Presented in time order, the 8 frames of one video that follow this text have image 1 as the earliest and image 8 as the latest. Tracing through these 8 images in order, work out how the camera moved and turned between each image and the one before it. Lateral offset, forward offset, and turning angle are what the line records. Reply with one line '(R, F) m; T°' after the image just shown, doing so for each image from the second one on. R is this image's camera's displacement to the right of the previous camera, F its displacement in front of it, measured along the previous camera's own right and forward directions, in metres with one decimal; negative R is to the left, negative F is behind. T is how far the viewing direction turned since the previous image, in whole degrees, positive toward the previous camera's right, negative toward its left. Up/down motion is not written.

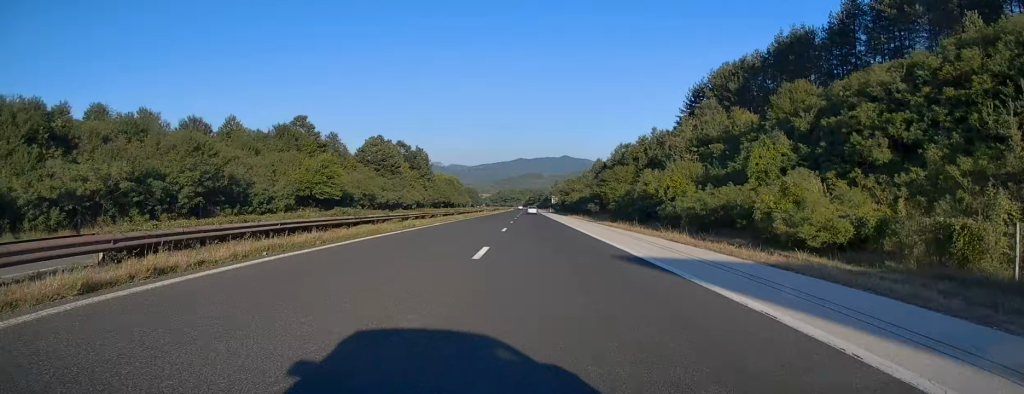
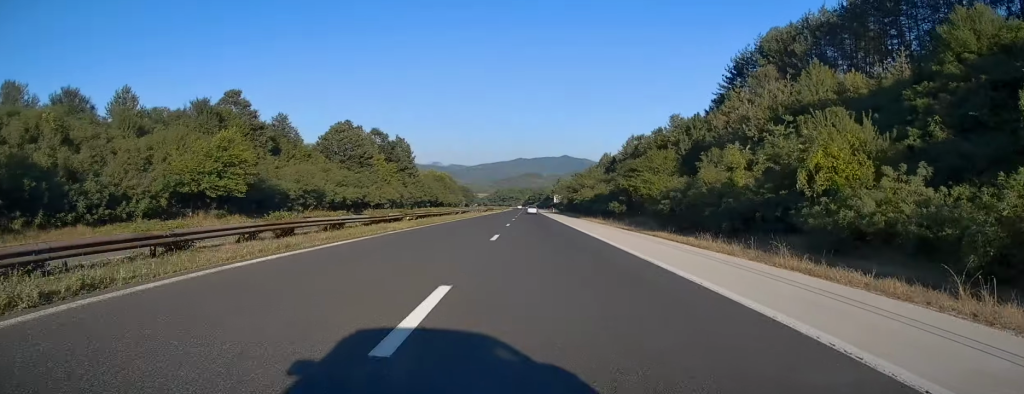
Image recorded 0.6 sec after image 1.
(-0.1, +24.8) m; 0°
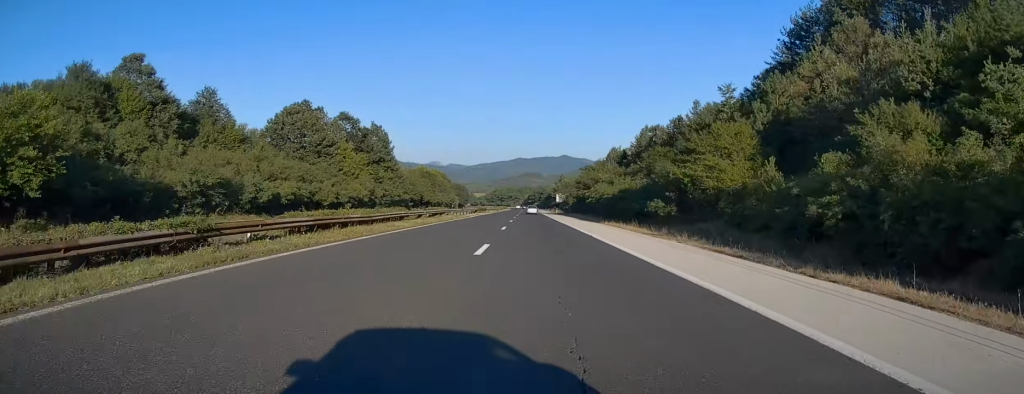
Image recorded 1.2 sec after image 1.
(-0.3, +22.2) m; 0°
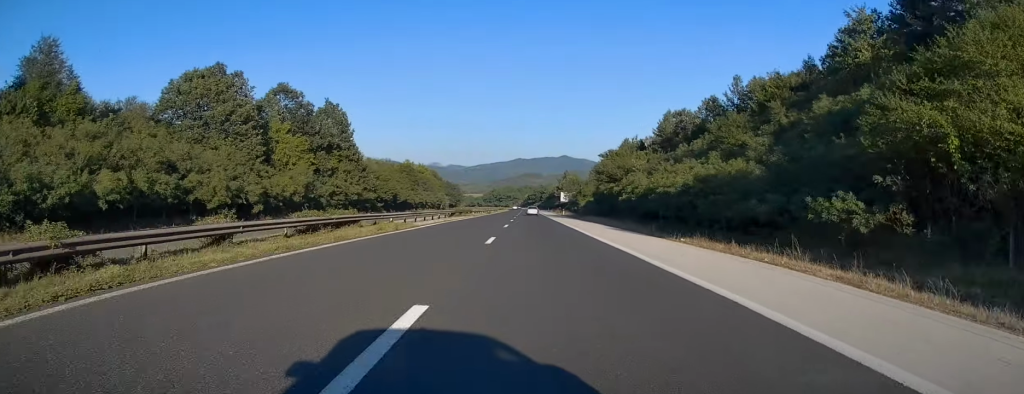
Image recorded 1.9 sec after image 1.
(+0.5, +27.6) m; 0°
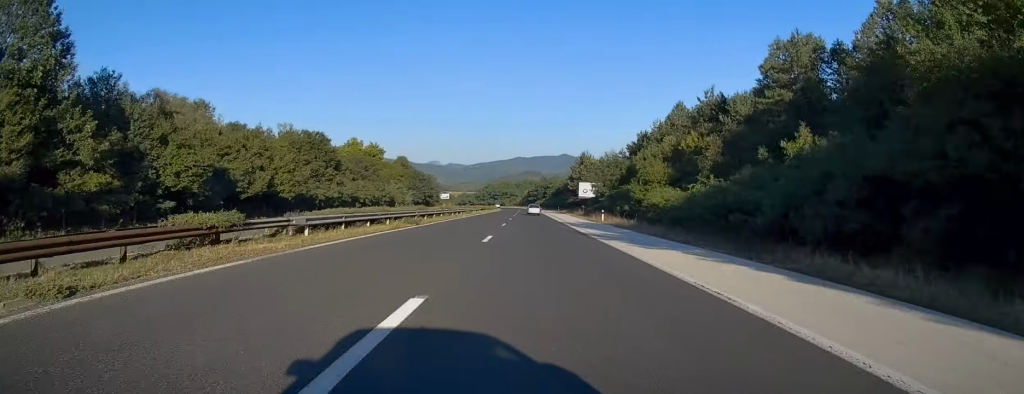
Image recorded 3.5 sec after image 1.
(-0.3, +63.4) m; -1°
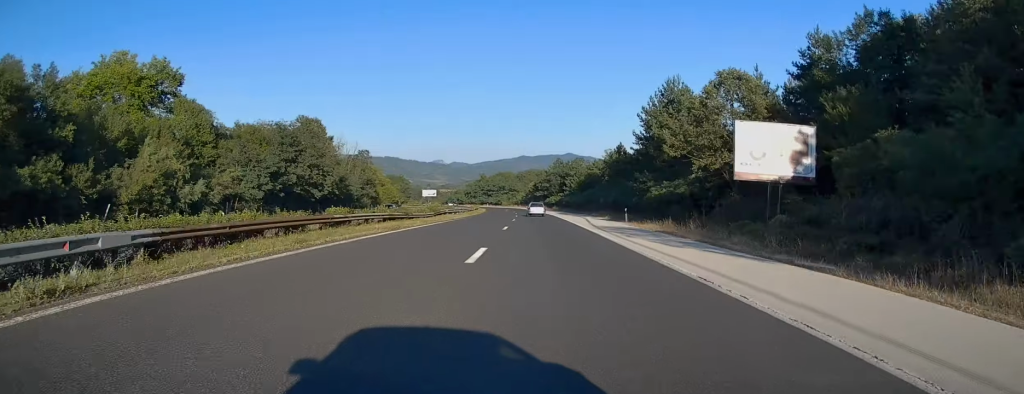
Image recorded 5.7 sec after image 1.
(-0.2, +87.3) m; 0°
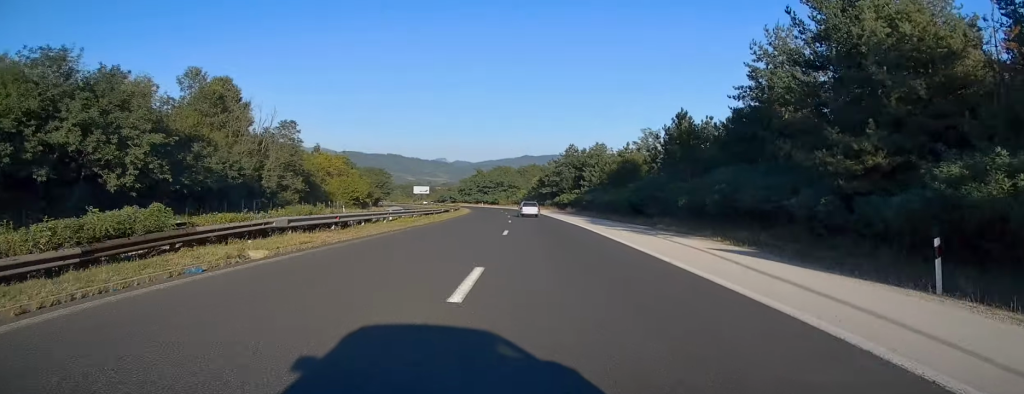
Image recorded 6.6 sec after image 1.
(0.0, +37.0) m; 0°
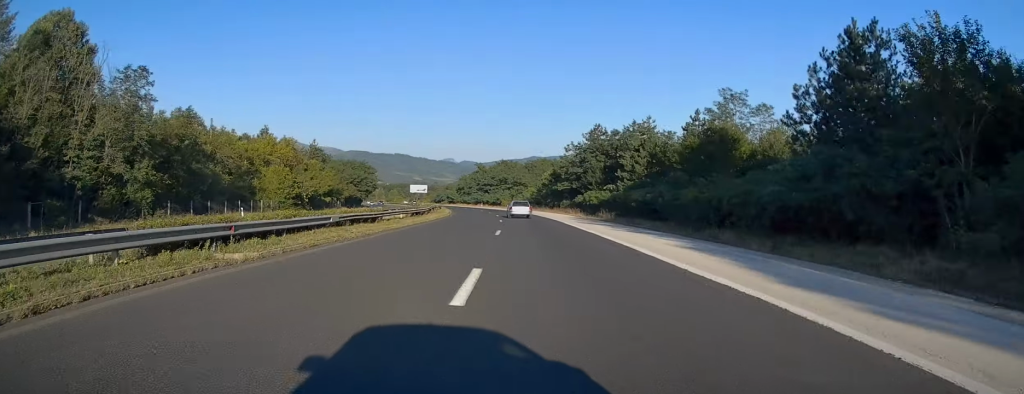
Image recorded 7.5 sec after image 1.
(+0.2, +32.8) m; 0°
